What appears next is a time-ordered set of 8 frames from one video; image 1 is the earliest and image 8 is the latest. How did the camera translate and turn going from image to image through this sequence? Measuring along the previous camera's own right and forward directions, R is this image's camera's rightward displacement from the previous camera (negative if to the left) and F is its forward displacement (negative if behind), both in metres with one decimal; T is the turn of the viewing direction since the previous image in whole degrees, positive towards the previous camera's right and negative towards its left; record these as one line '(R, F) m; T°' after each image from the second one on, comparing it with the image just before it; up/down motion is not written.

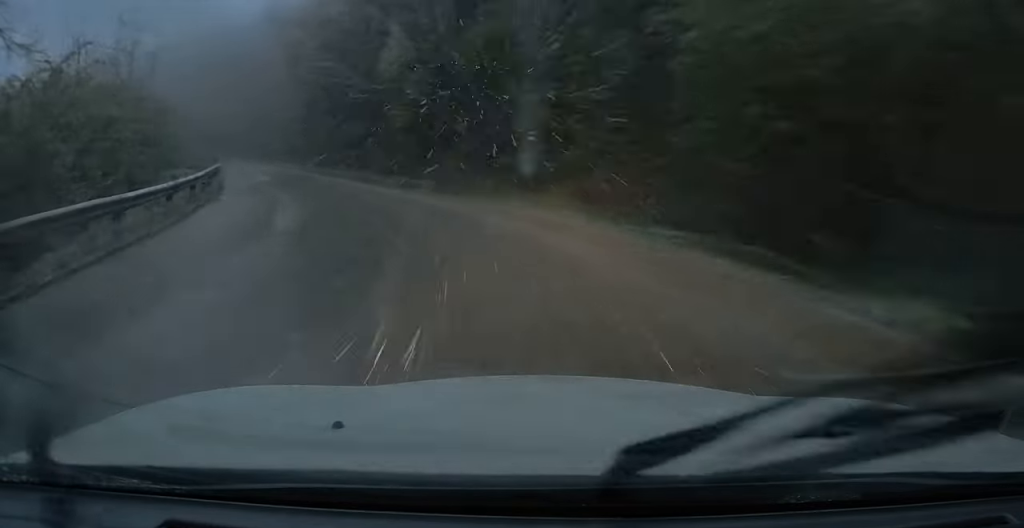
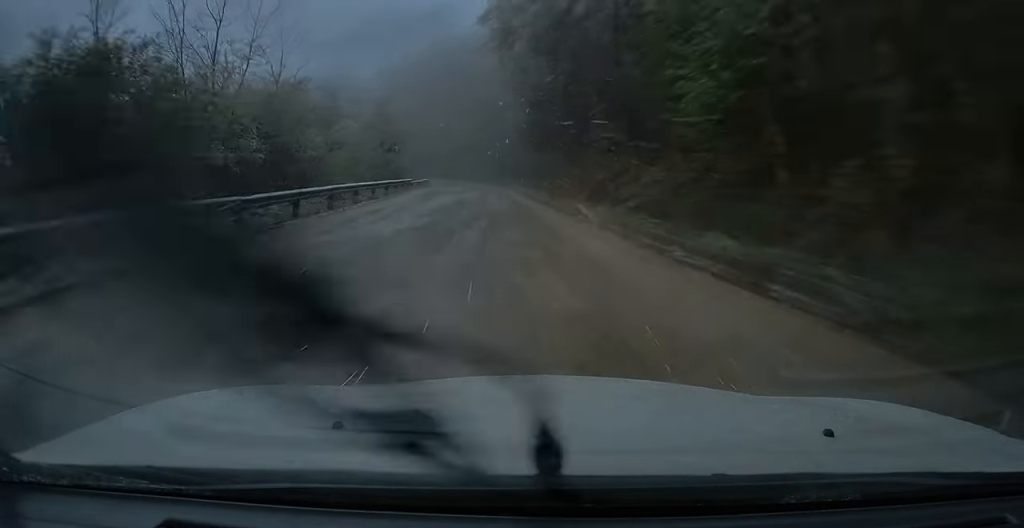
(-3.5, +19.7) m; -15°
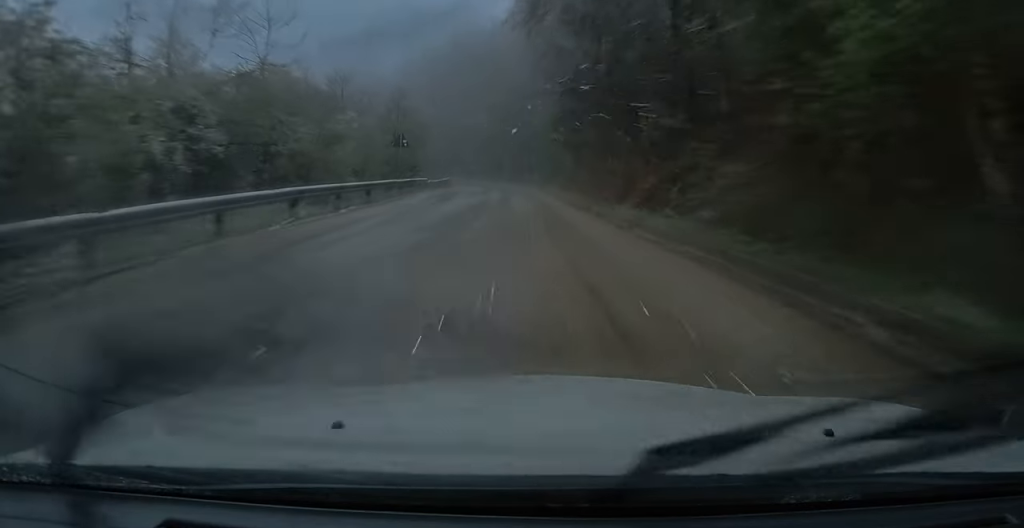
(-0.1, +6.2) m; -2°
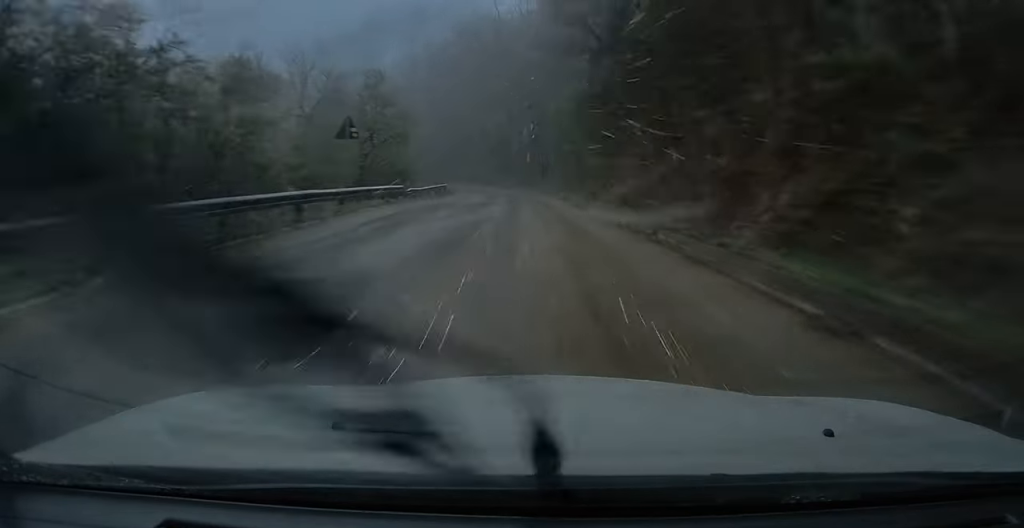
(-0.1, +11.9) m; -2°
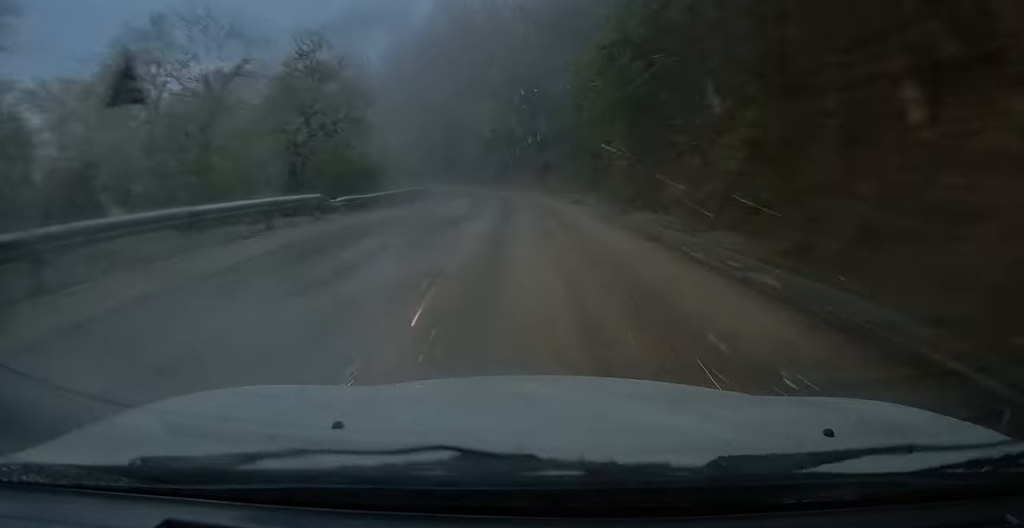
(-0.3, +12.2) m; -1°
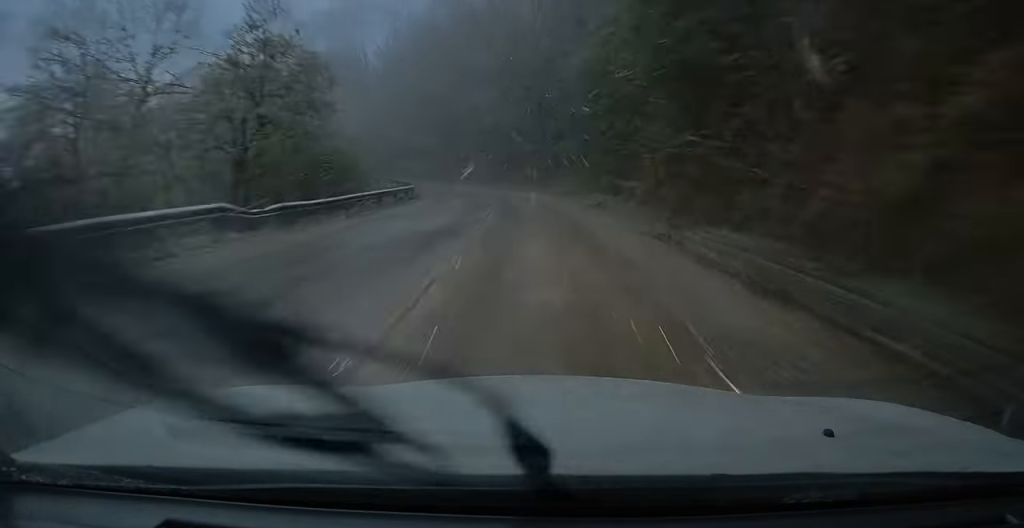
(0.0, +5.8) m; 0°
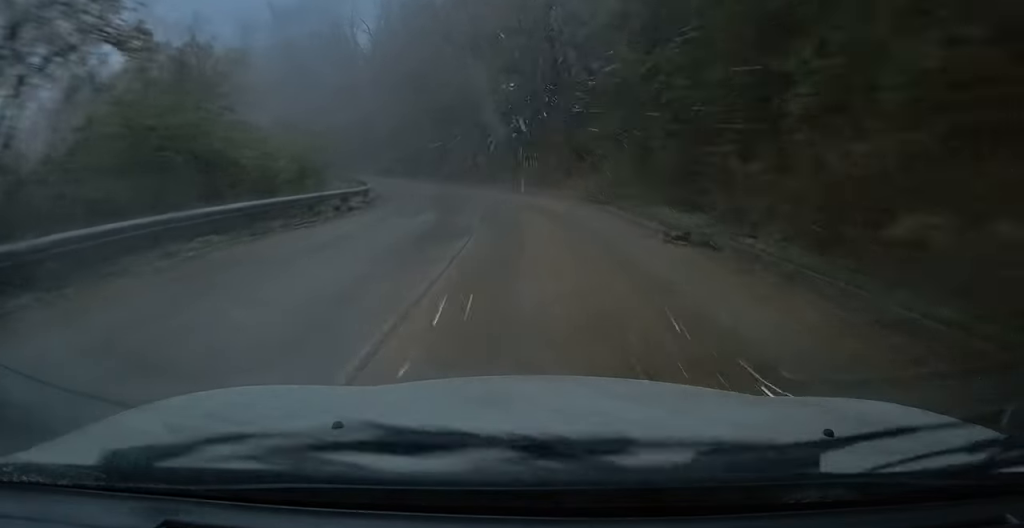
(+0.1, +12.2) m; 0°
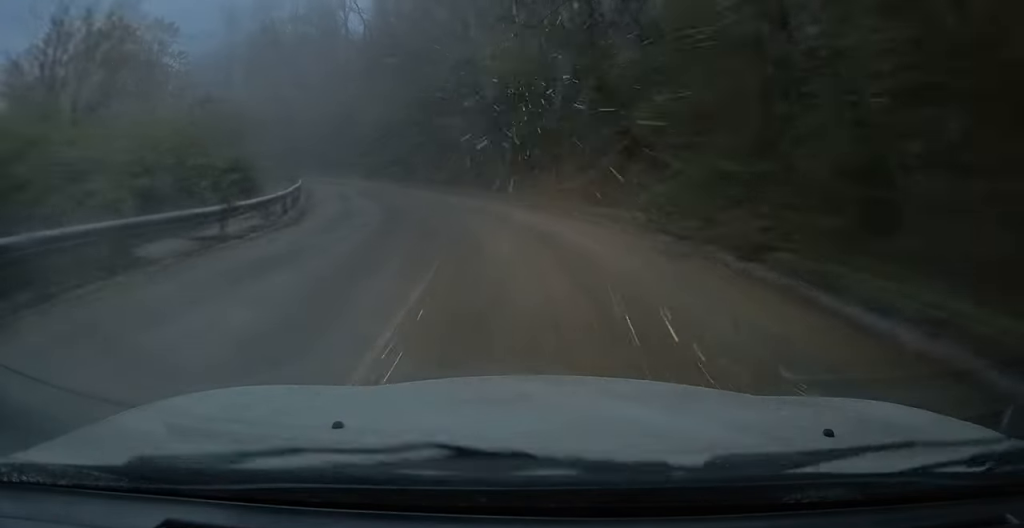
(-0.1, +12.1) m; -4°
